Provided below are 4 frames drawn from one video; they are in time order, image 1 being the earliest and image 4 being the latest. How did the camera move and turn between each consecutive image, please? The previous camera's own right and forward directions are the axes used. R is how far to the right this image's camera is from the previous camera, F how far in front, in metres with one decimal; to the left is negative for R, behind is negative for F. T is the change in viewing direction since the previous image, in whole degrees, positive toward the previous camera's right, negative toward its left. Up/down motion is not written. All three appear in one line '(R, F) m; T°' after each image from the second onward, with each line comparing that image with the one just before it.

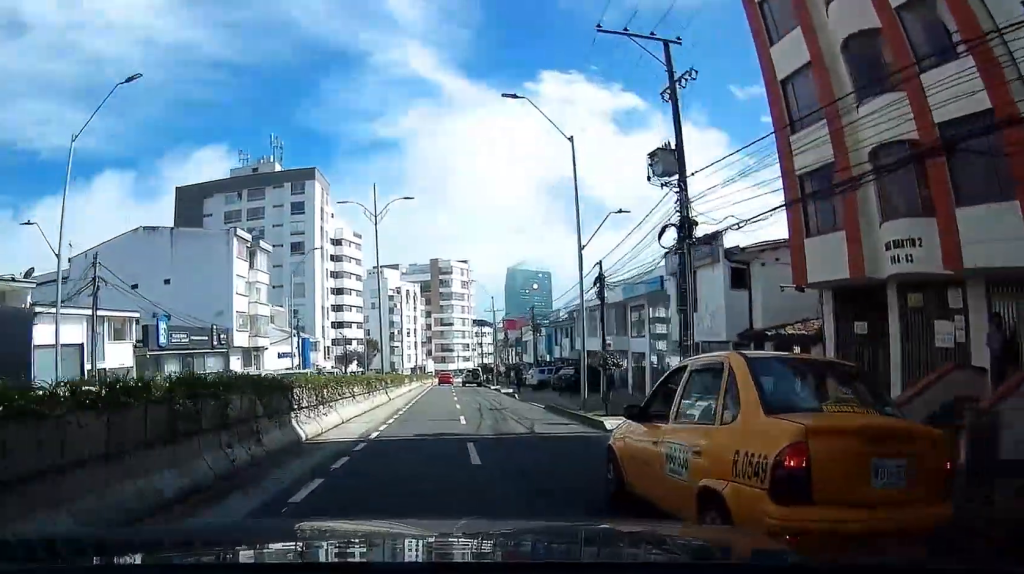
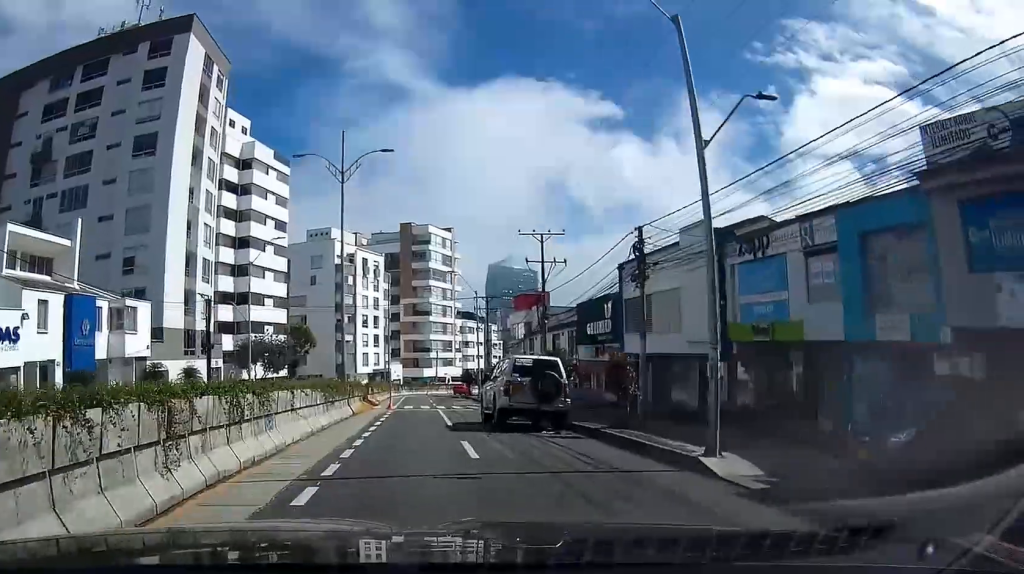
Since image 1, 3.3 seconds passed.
(+0.8, +44.3) m; +1°
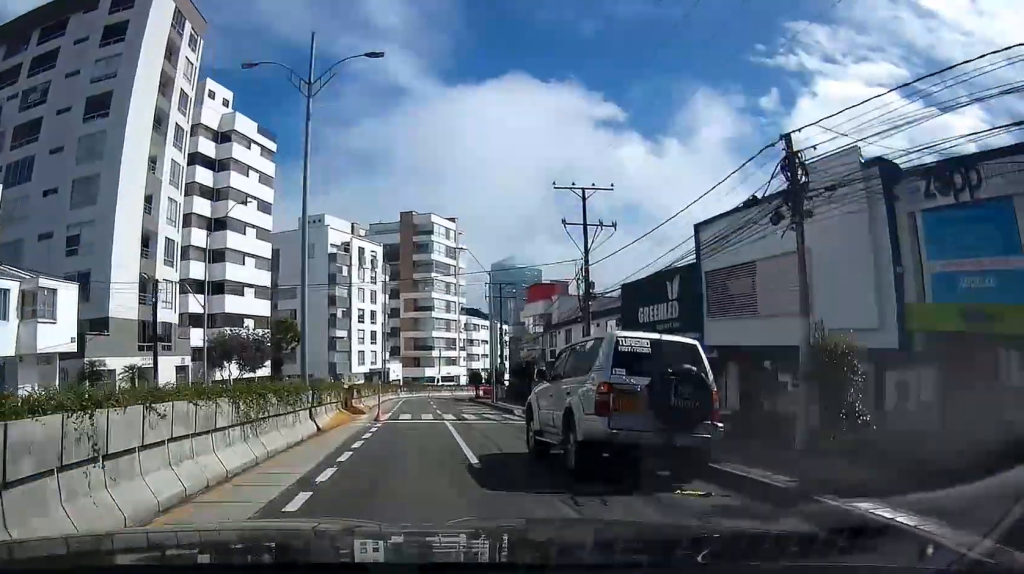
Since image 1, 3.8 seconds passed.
(-0.1, +8.3) m; +1°
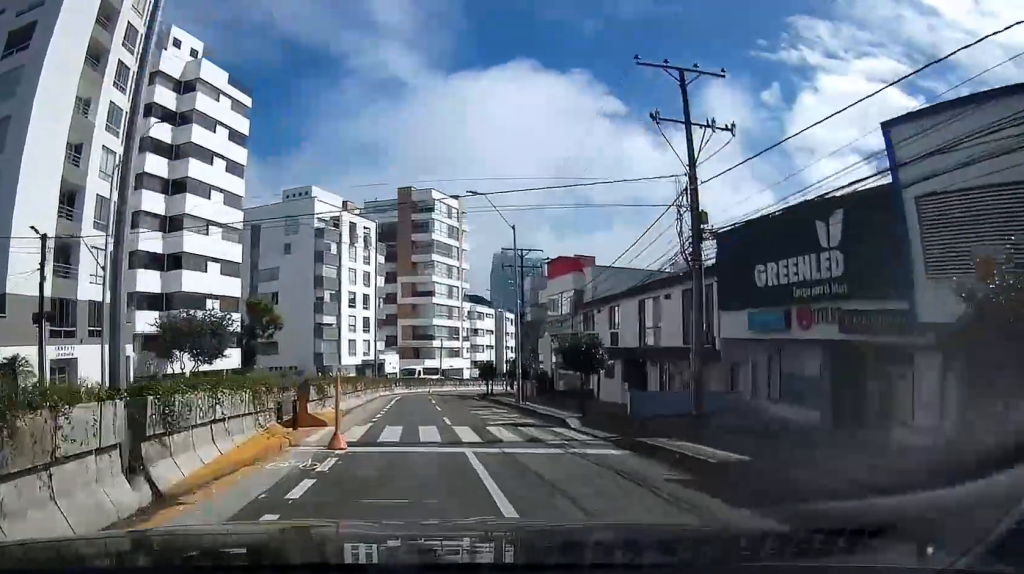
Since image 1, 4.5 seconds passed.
(+0.2, +10.4) m; -1°
